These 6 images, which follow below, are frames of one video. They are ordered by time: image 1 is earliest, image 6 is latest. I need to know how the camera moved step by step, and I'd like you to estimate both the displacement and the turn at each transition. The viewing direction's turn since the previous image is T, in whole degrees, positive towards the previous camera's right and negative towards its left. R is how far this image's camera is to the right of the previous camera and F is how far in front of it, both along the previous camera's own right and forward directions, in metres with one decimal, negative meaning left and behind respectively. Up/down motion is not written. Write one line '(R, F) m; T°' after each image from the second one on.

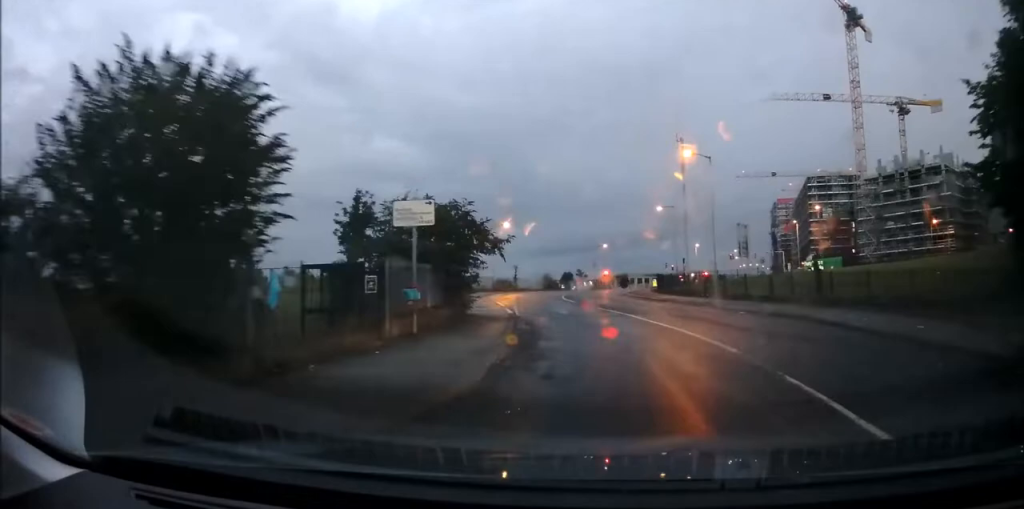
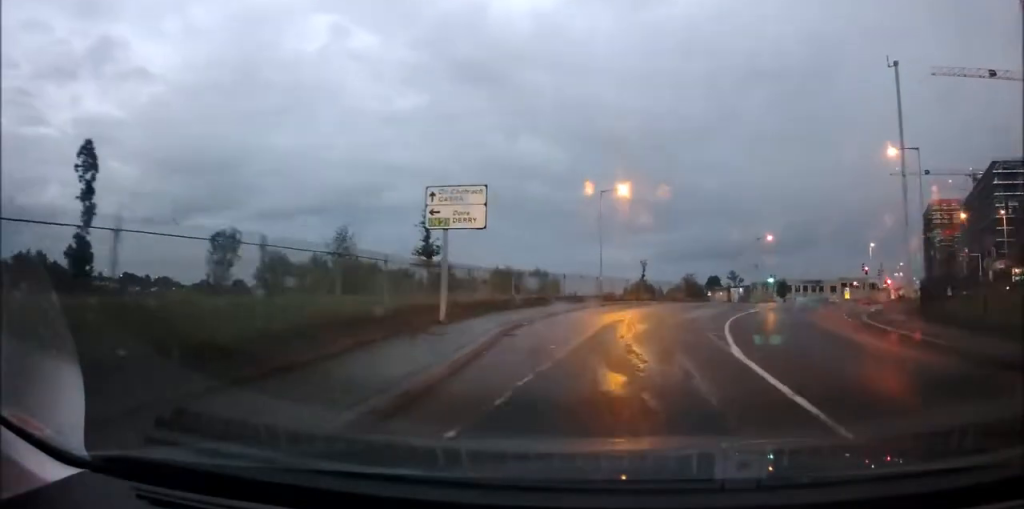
(-3.1, +26.5) m; -8°
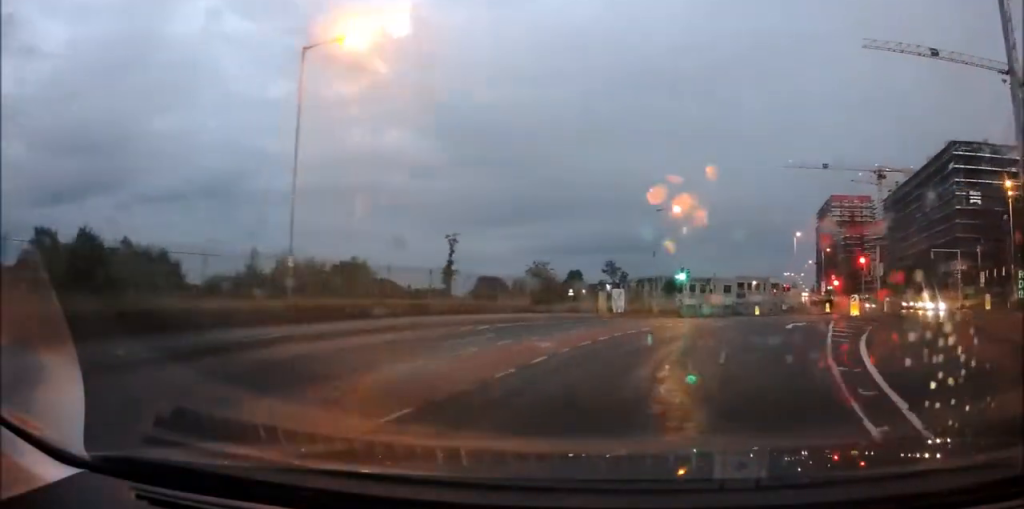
(+2.9, +24.4) m; +18°
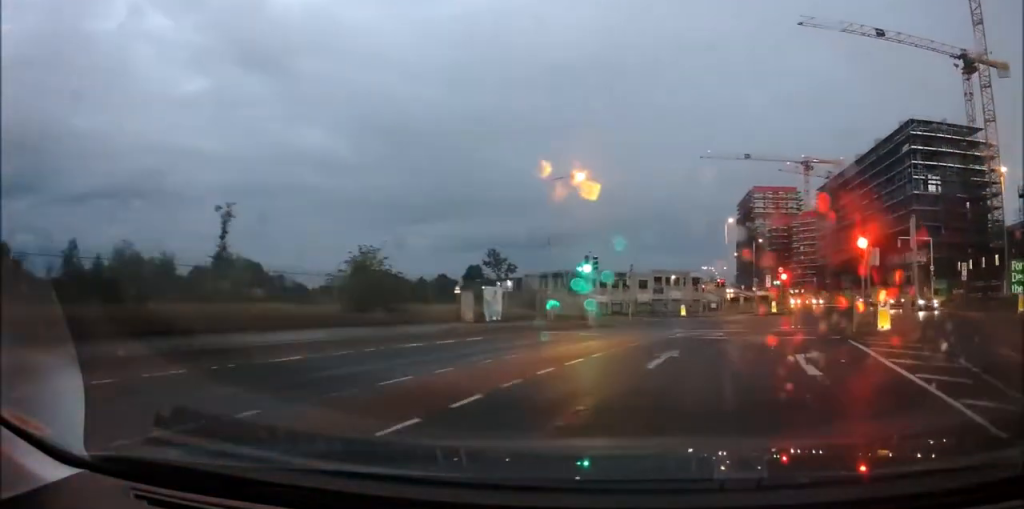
(+1.0, +11.1) m; +9°
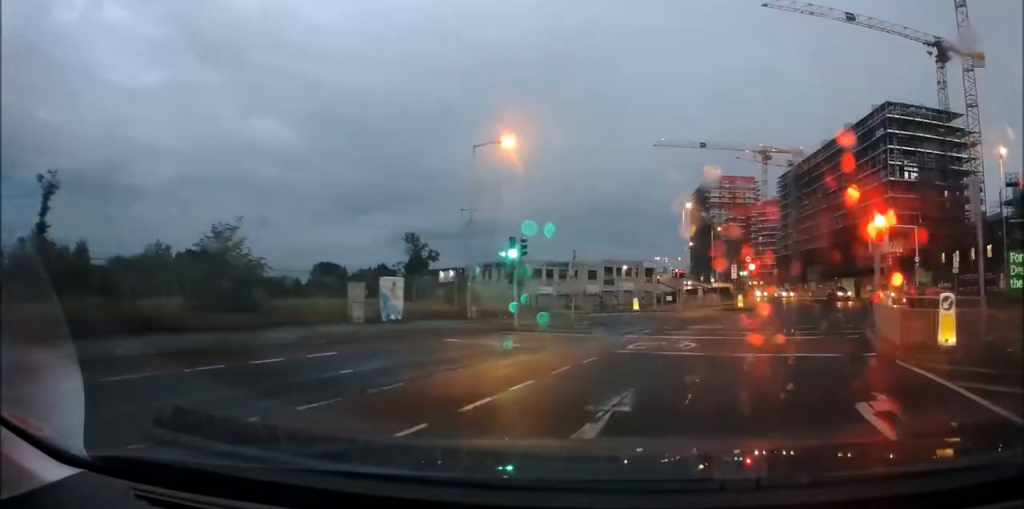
(+0.2, +5.7) m; +4°
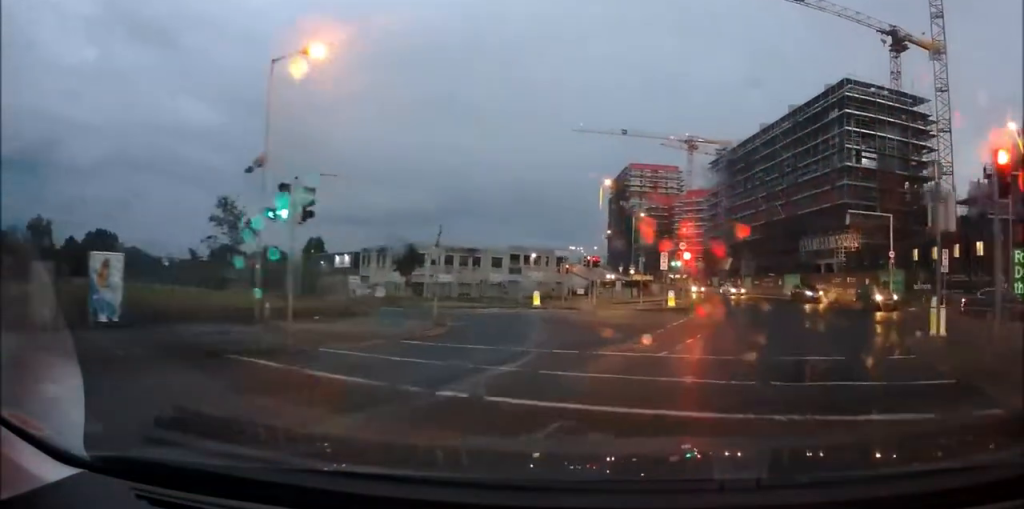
(+0.5, +9.4) m; +7°
